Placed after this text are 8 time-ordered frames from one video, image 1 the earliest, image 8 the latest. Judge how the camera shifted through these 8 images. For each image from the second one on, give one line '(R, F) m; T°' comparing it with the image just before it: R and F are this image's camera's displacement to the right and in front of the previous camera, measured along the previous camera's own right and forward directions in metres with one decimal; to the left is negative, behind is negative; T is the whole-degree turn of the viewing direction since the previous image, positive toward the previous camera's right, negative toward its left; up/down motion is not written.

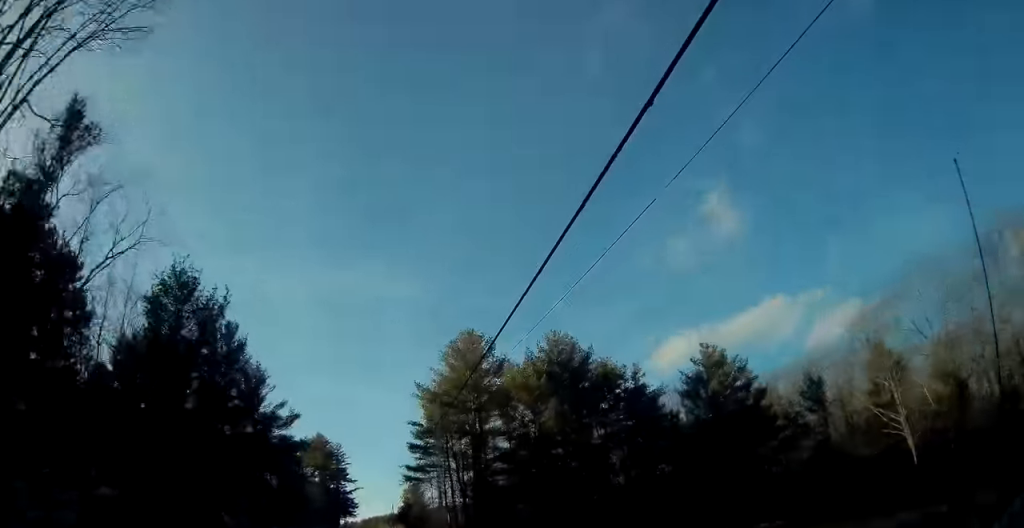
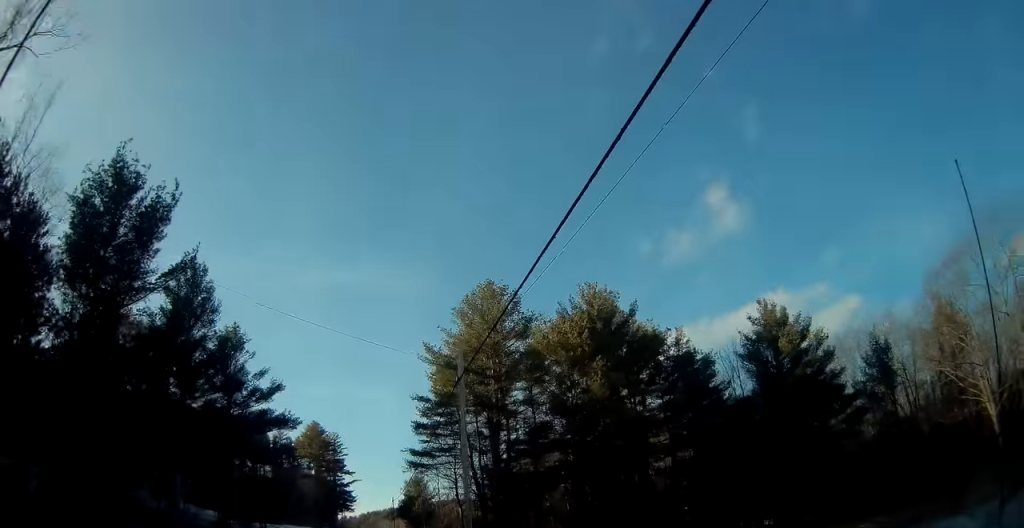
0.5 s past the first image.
(0.0, +7.8) m; 0°
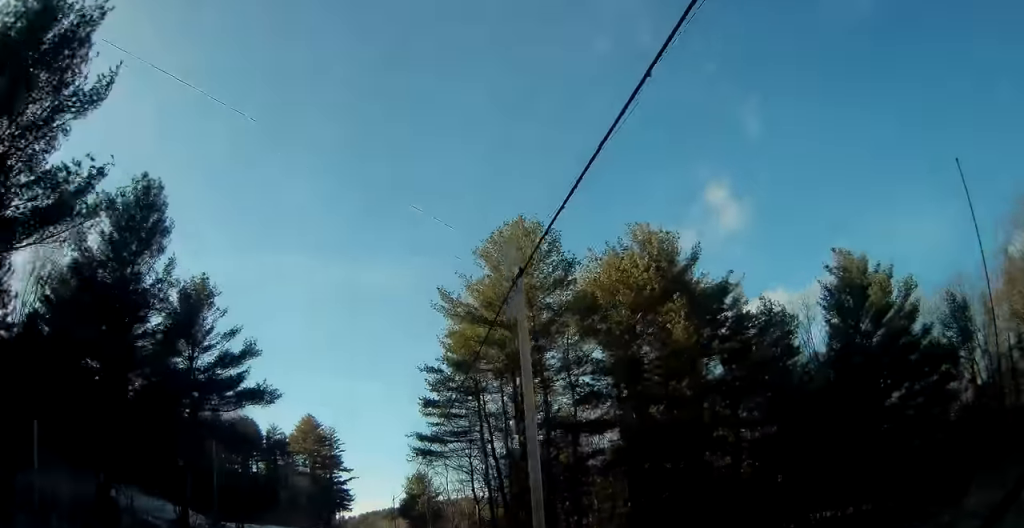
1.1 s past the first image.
(+0.1, +8.0) m; 0°
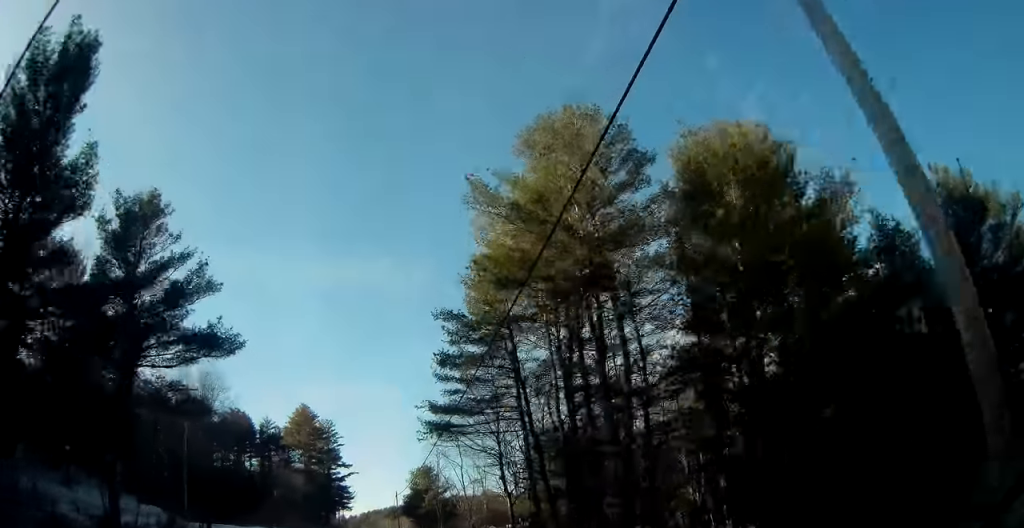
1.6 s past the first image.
(0.0, +8.7) m; 0°
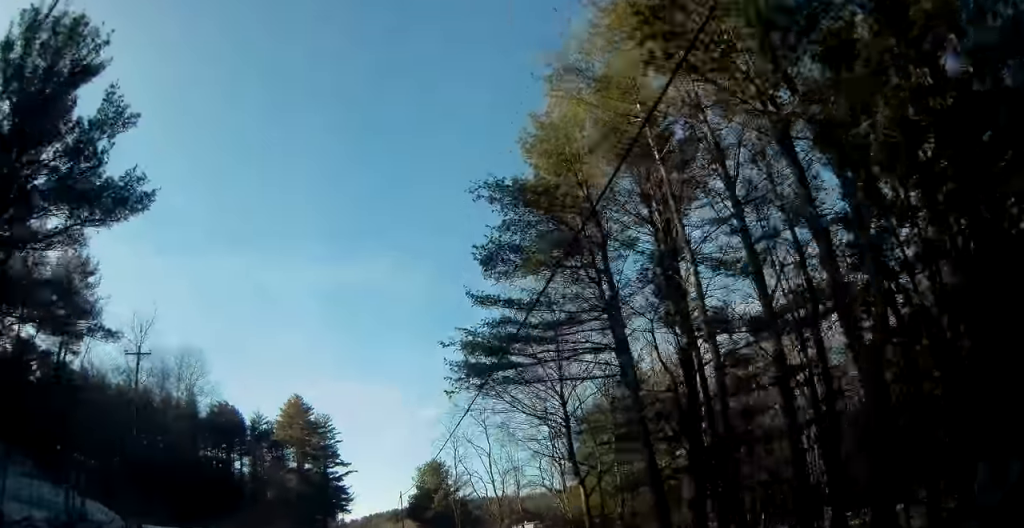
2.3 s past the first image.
(-0.1, +10.3) m; 0°
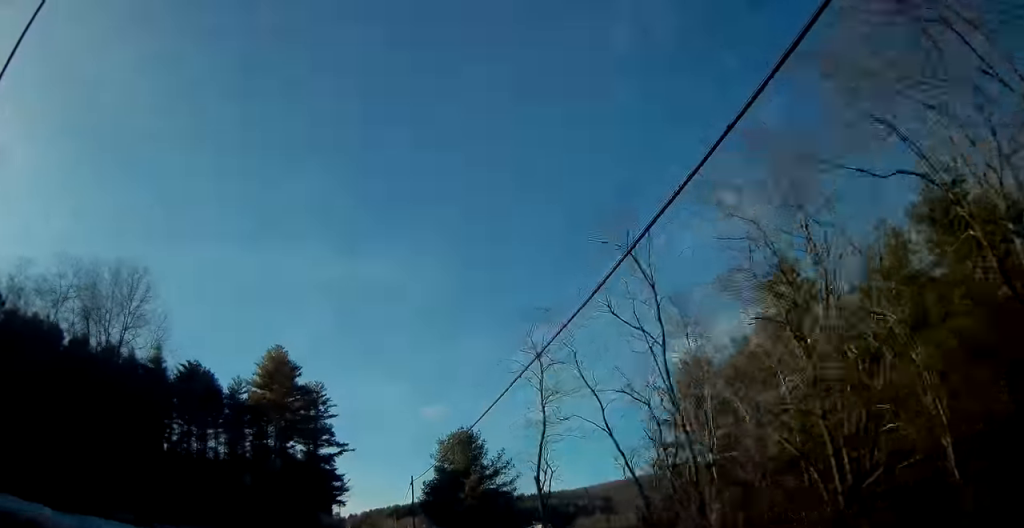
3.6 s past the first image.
(0.0, +20.6) m; 0°
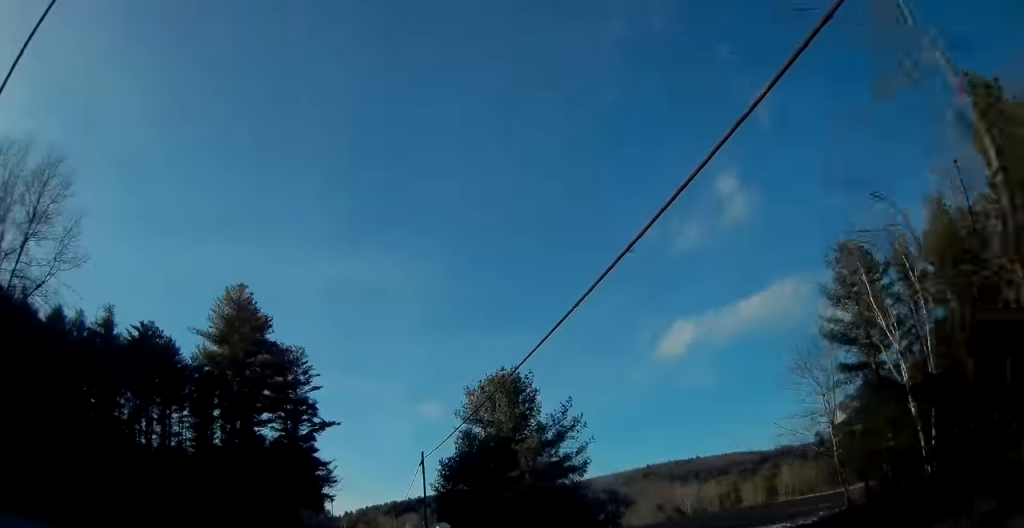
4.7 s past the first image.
(0.0, +17.0) m; 0°
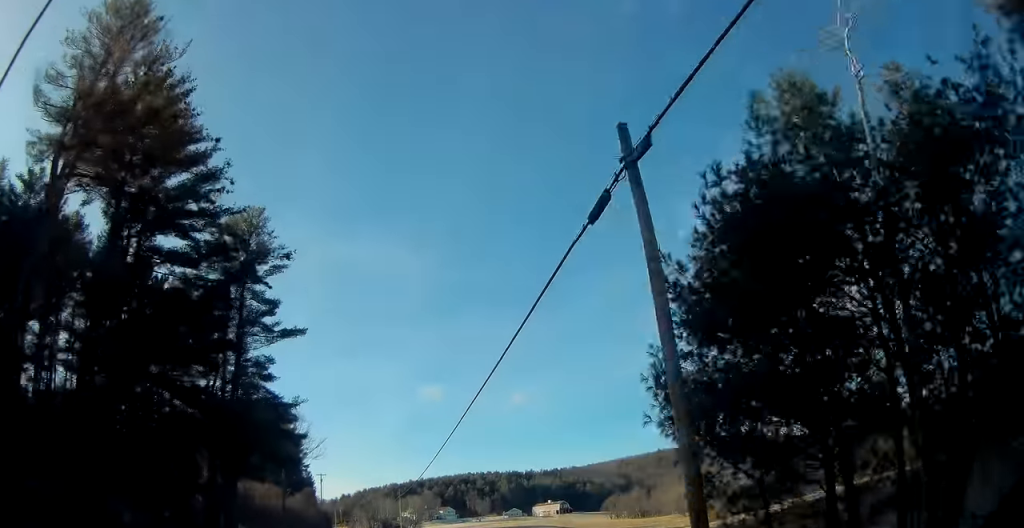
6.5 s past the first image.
(-0.1, +29.7) m; -1°
